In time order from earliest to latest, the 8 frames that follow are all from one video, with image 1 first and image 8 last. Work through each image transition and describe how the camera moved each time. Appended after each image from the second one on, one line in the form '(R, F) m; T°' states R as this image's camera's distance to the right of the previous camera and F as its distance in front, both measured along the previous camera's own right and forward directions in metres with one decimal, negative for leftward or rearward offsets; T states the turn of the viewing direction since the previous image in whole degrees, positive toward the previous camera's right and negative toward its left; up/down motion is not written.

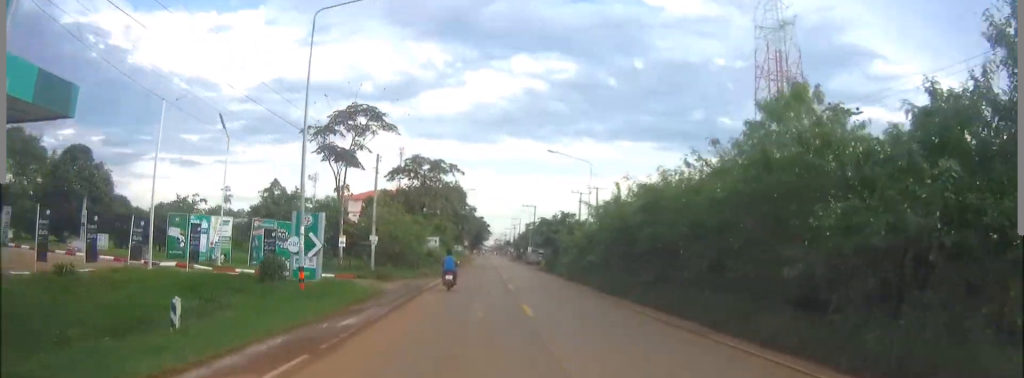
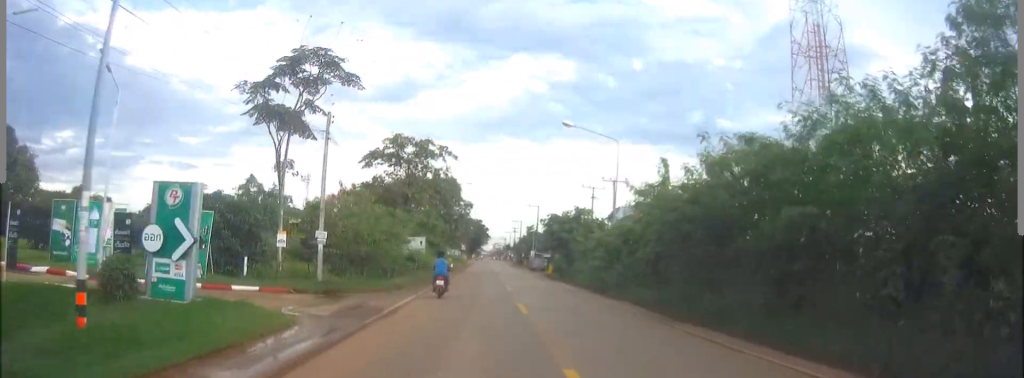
(0.0, +11.9) m; 0°
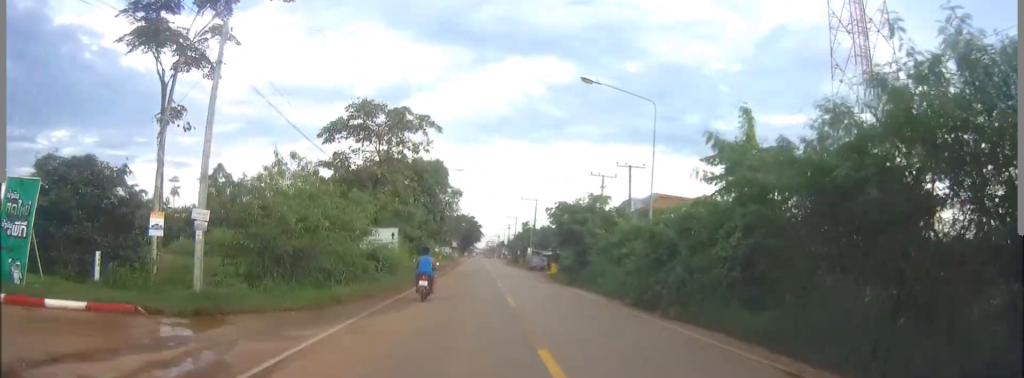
(+0.1, +10.5) m; +1°
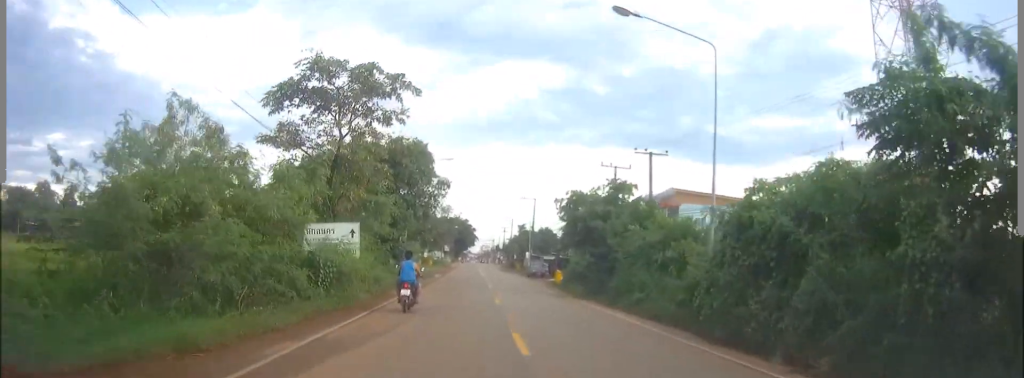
(0.0, +9.2) m; +1°
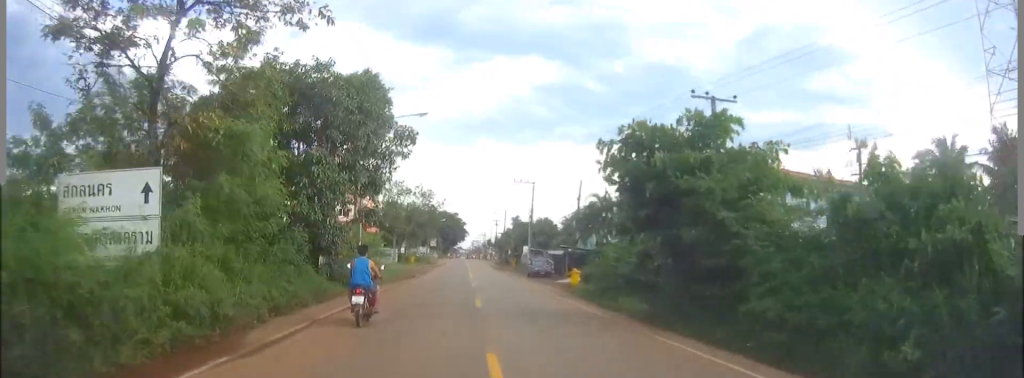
(+0.2, +15.8) m; +1°
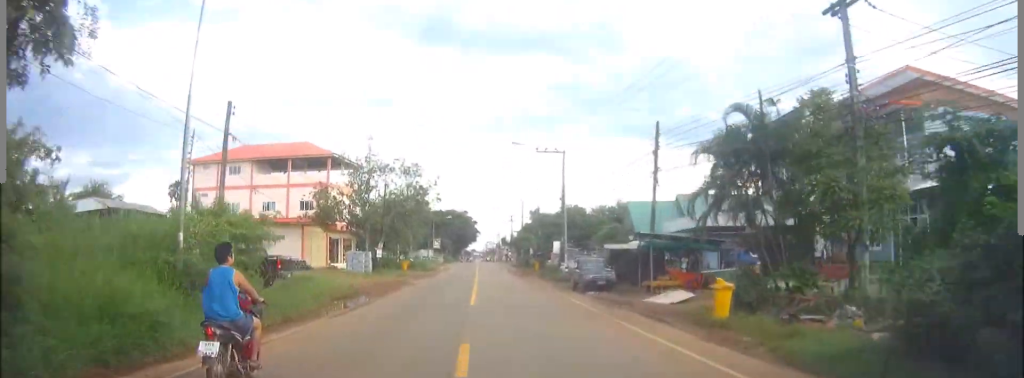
(0.0, +23.5) m; 0°
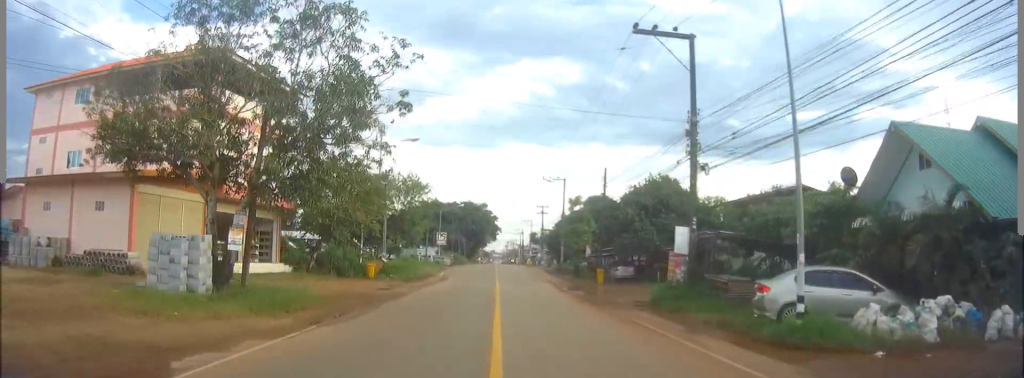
(-0.7, +33.0) m; -2°
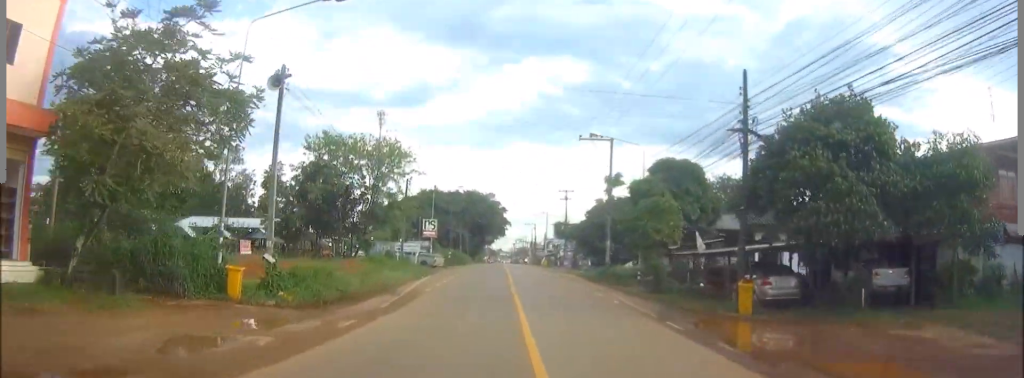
(+0.2, +24.8) m; 0°
